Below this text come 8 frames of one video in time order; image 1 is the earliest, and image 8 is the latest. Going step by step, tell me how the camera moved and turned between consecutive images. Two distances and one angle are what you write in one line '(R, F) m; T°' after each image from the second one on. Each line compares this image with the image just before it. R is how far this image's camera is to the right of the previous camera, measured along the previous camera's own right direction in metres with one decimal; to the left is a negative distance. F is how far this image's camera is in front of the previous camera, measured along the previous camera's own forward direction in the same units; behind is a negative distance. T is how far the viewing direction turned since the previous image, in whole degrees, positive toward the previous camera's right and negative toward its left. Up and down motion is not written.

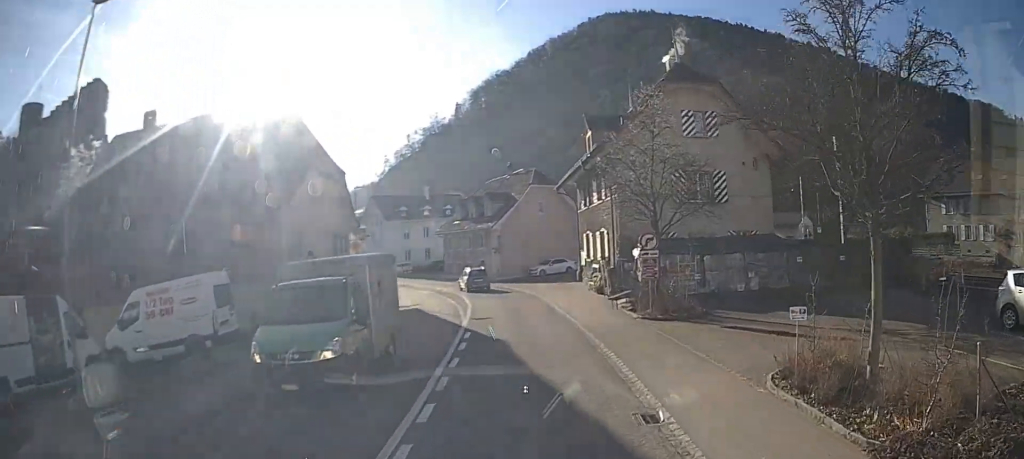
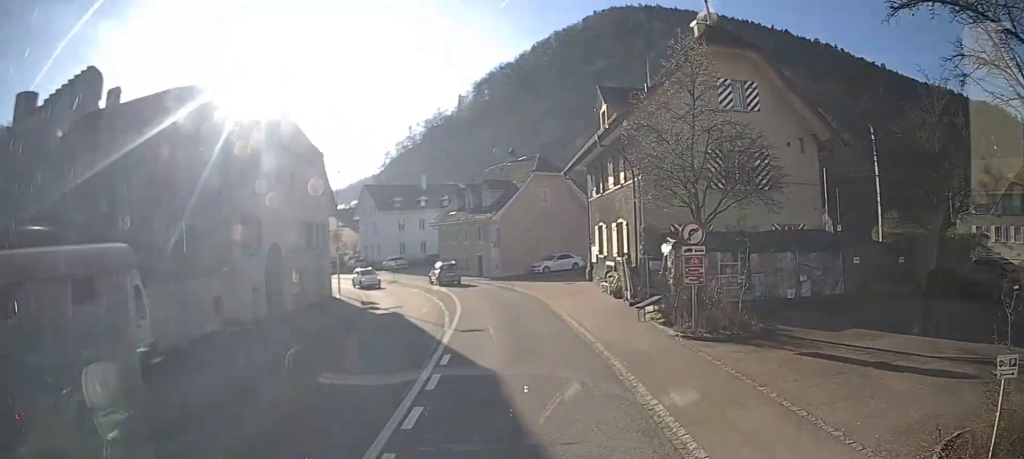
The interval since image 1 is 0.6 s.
(0.0, +4.5) m; -2°
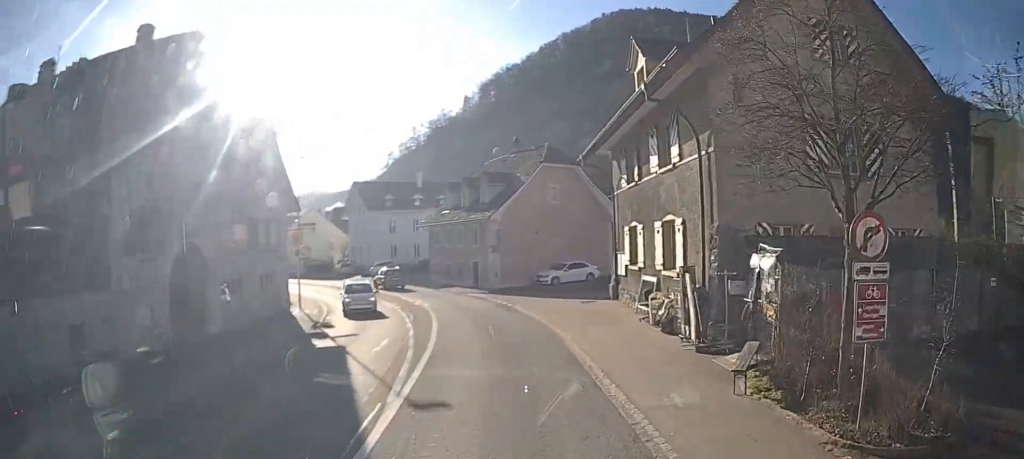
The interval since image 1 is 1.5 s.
(-0.4, +7.1) m; -3°
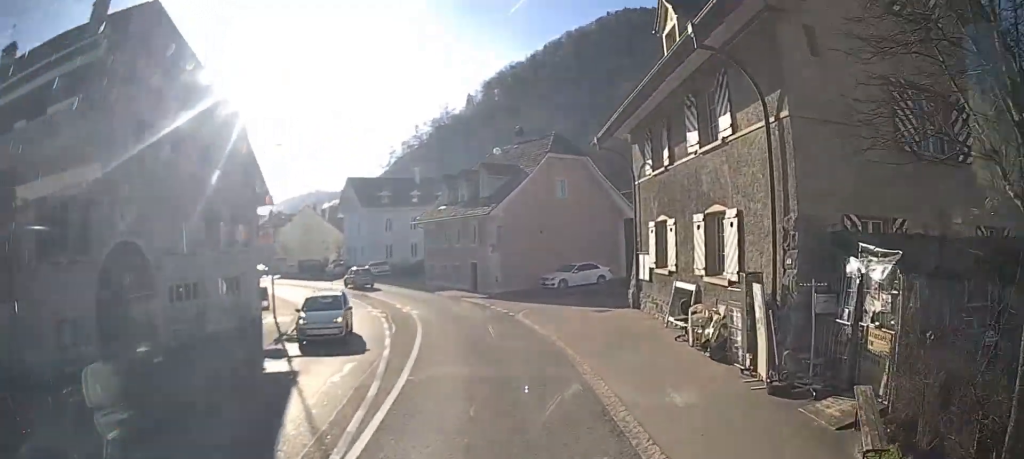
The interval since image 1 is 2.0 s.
(0.0, +3.7) m; 0°
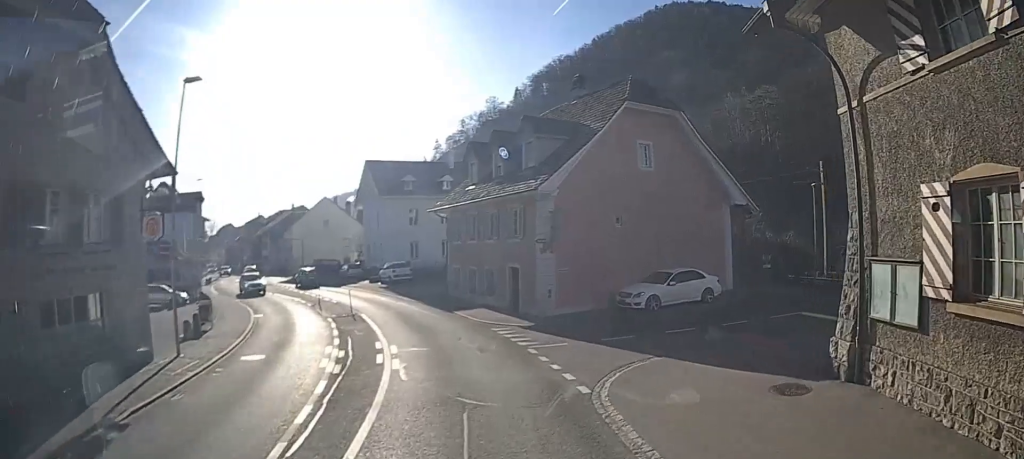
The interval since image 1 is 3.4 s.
(0.0, +11.3) m; 0°
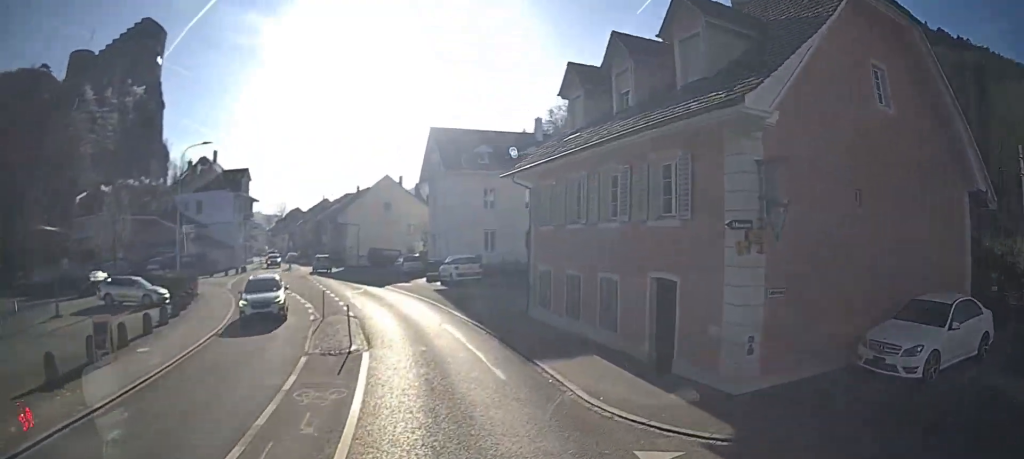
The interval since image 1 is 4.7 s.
(0.0, +10.9) m; 0°
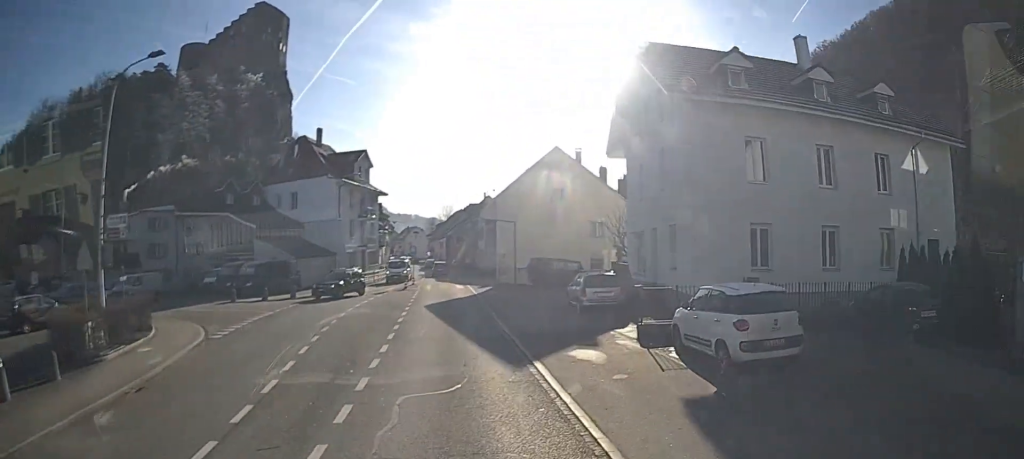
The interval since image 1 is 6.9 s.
(-1.7, +20.1) m; -17°
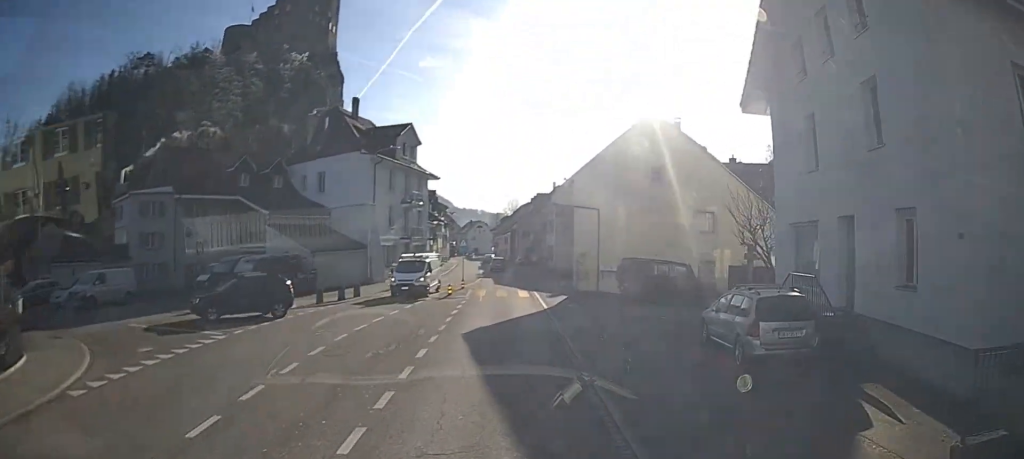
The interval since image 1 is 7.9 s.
(-1.1, +10.1) m; -9°
